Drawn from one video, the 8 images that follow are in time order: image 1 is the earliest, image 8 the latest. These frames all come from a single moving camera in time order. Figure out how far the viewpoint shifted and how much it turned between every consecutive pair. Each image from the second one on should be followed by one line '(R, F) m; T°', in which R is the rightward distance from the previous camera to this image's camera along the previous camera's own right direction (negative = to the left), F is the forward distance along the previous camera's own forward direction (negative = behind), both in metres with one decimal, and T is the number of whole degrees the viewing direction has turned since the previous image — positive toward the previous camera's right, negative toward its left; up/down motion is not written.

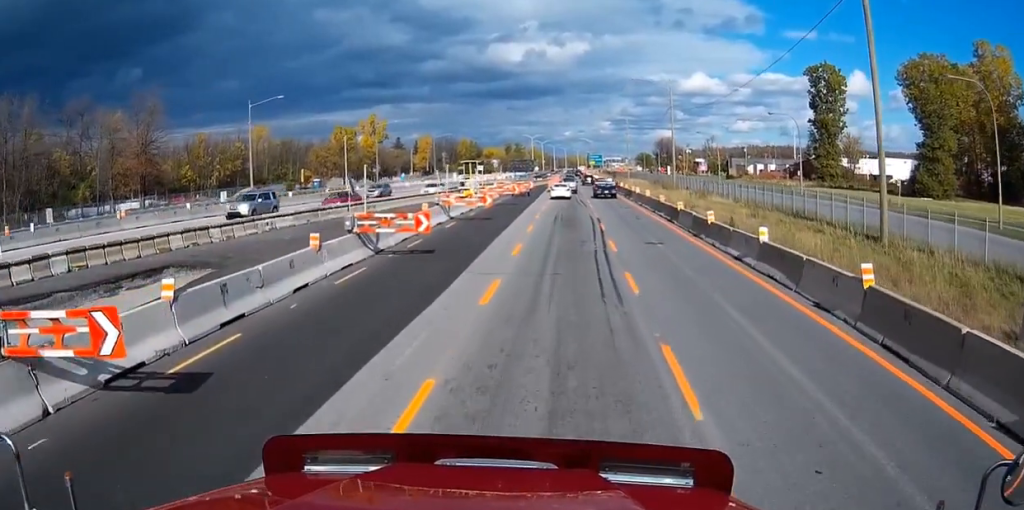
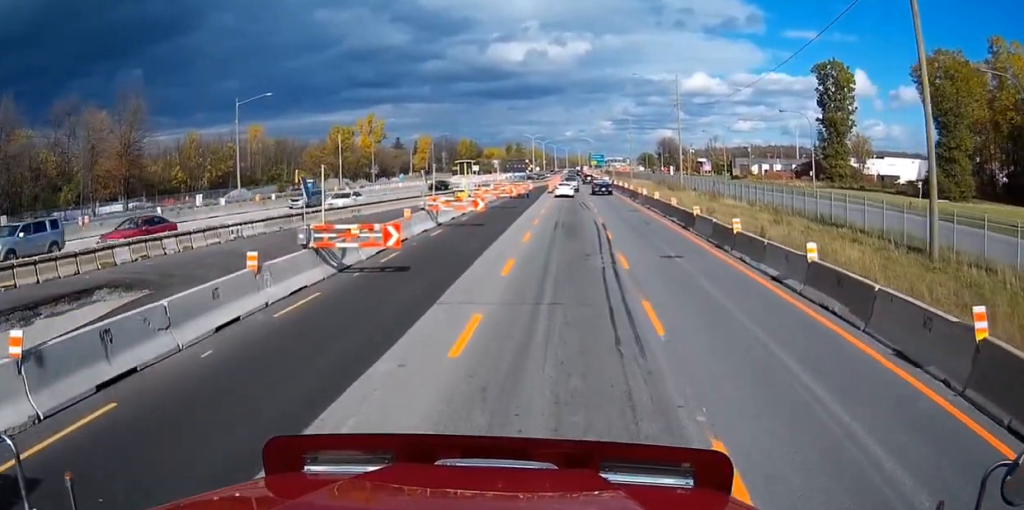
(-0.1, +4.5) m; -1°
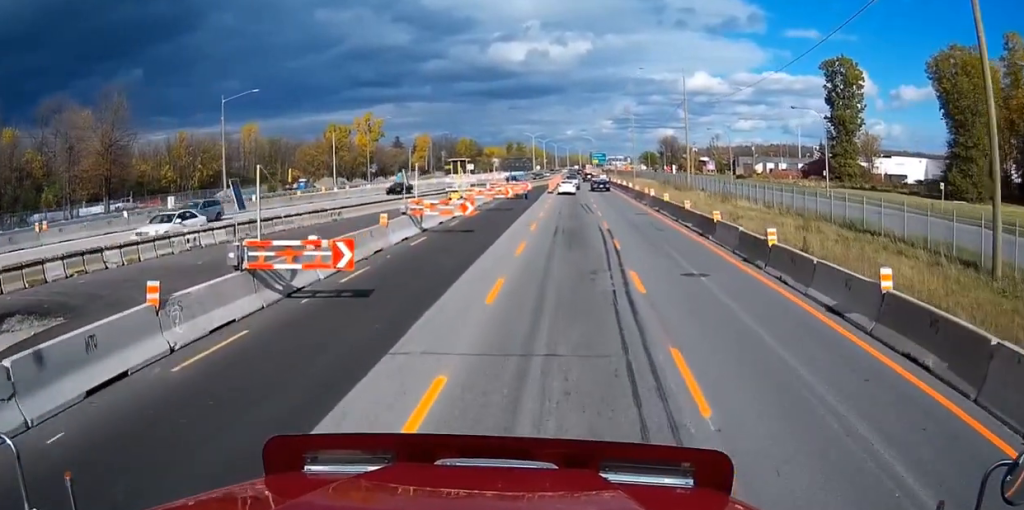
(0.0, +4.6) m; +1°
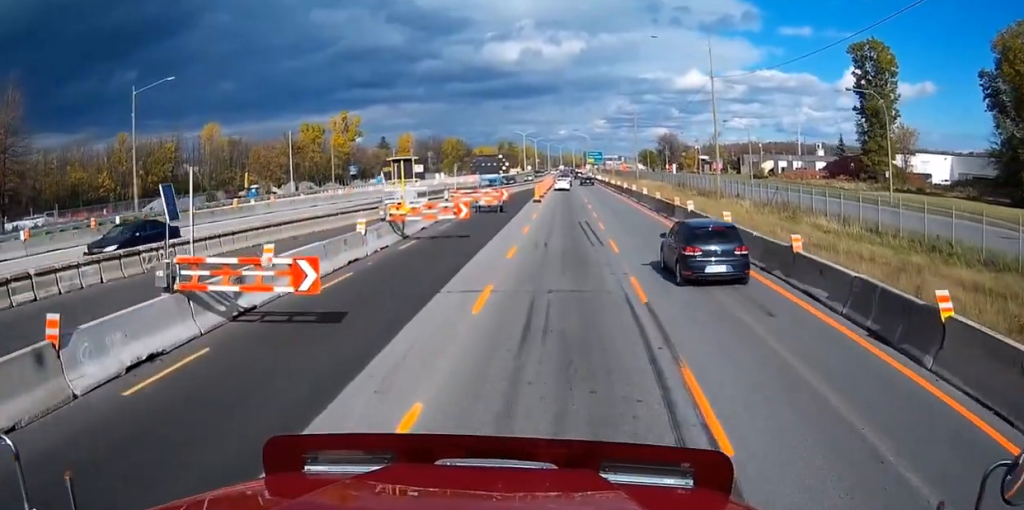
(+0.2, +19.3) m; -1°
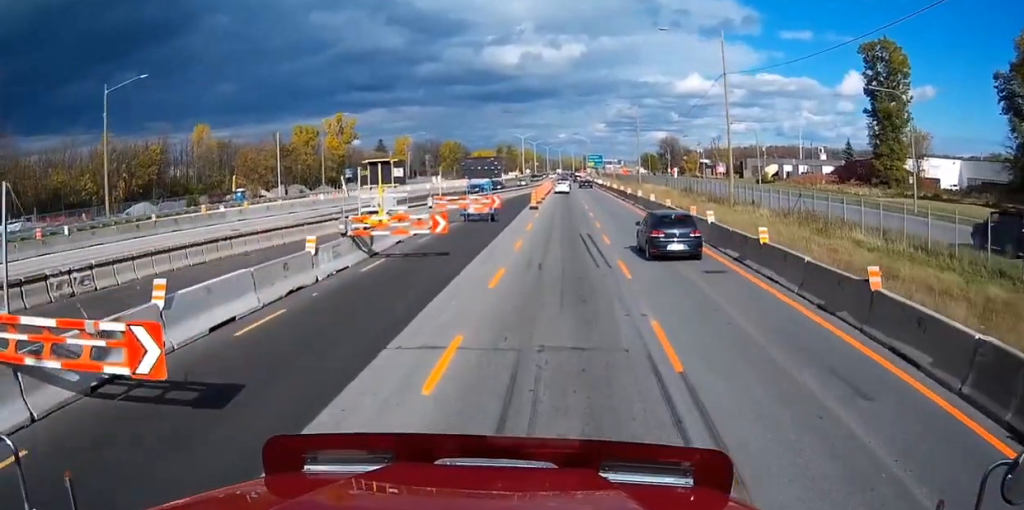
(-0.1, +5.3) m; -1°
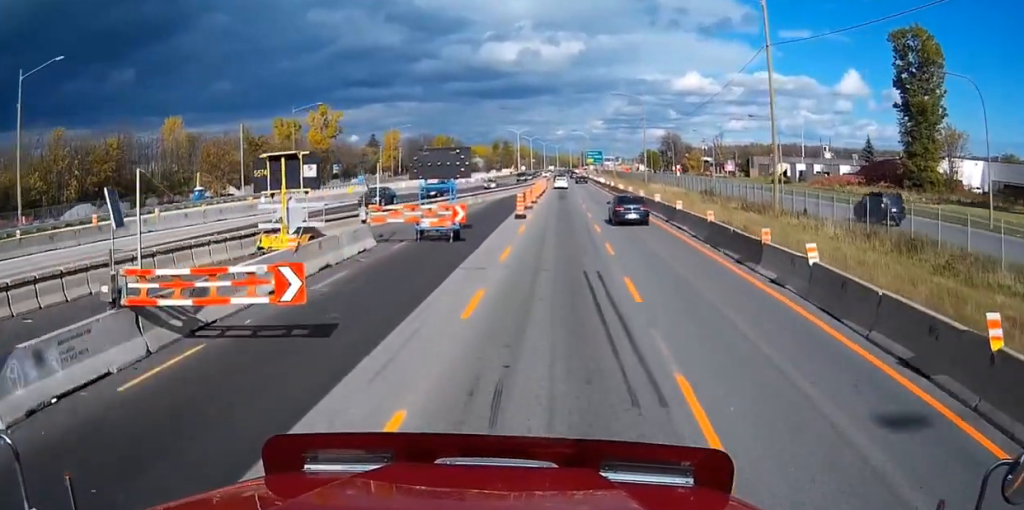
(-0.1, +12.9) m; 0°
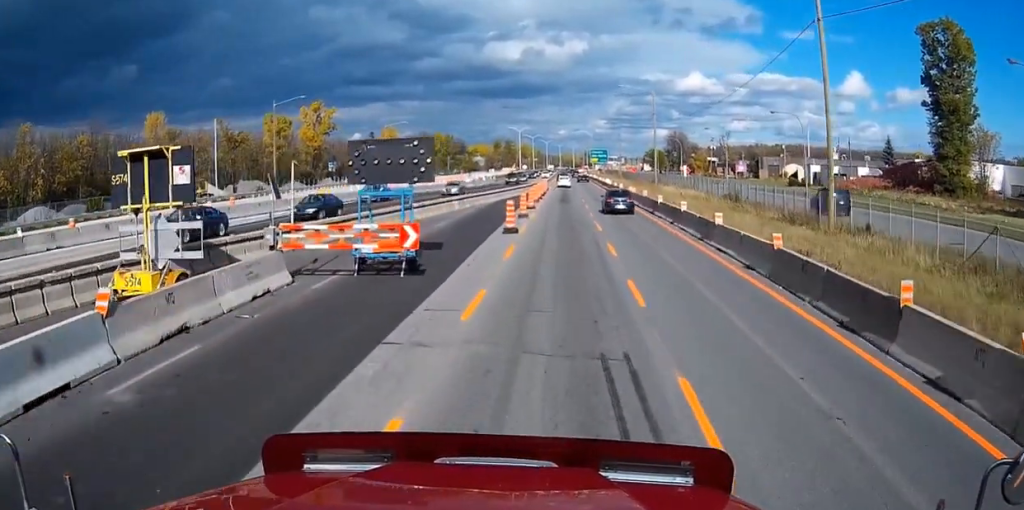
(+0.1, +9.0) m; +1°
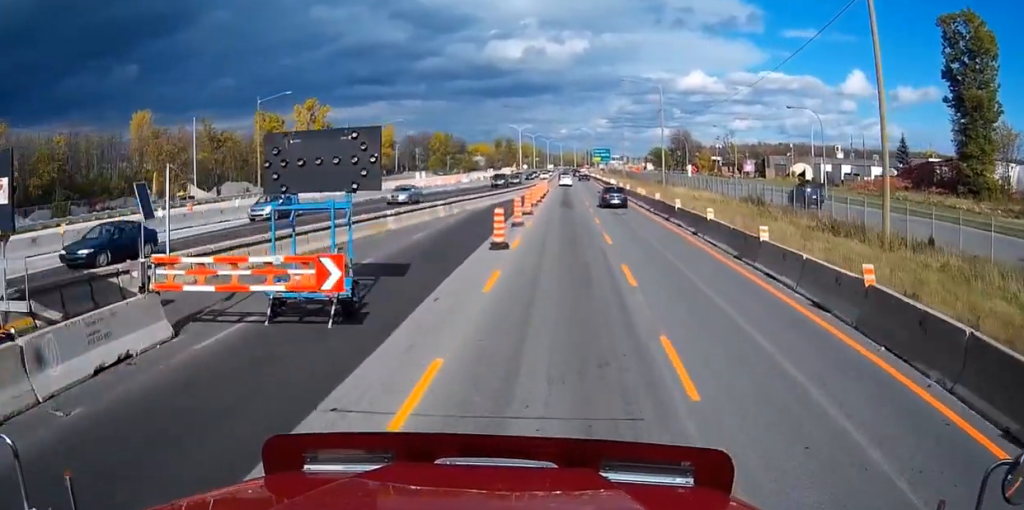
(0.0, +6.5) m; 0°
